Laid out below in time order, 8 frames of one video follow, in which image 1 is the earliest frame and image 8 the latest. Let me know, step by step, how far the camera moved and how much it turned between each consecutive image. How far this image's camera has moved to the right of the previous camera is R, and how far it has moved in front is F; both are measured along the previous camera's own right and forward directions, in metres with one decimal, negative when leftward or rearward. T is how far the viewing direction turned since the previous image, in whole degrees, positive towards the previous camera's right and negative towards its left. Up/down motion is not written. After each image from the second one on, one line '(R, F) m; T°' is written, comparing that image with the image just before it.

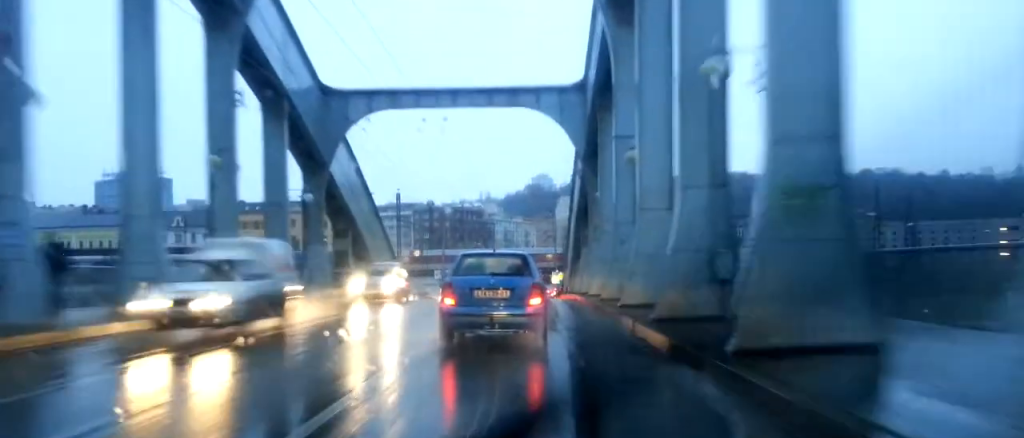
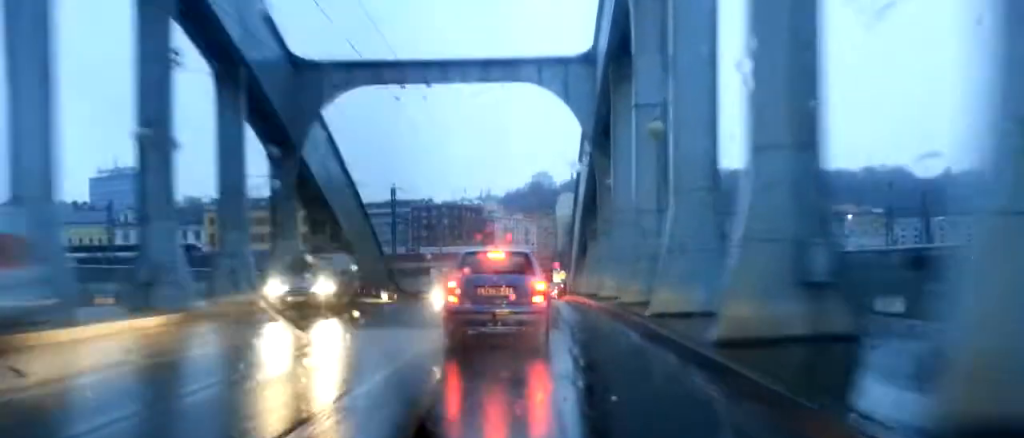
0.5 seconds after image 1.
(0.0, +4.2) m; 0°
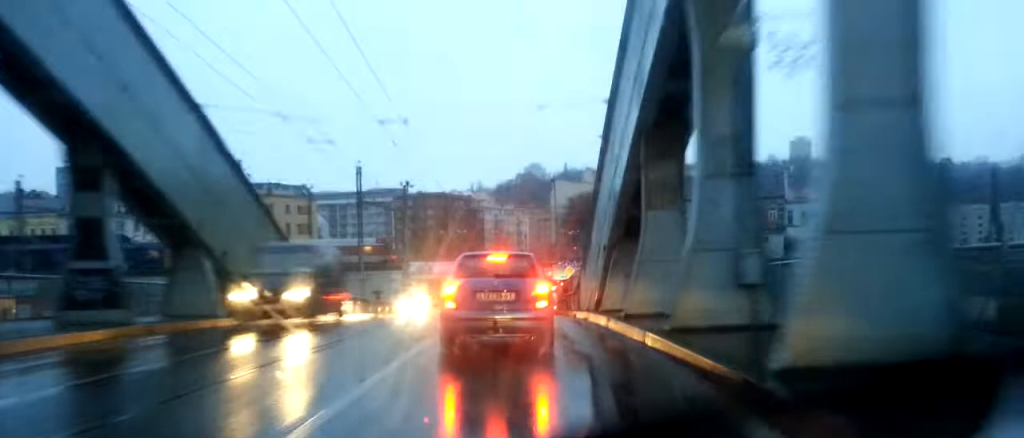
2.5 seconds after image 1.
(+0.5, +17.4) m; 0°
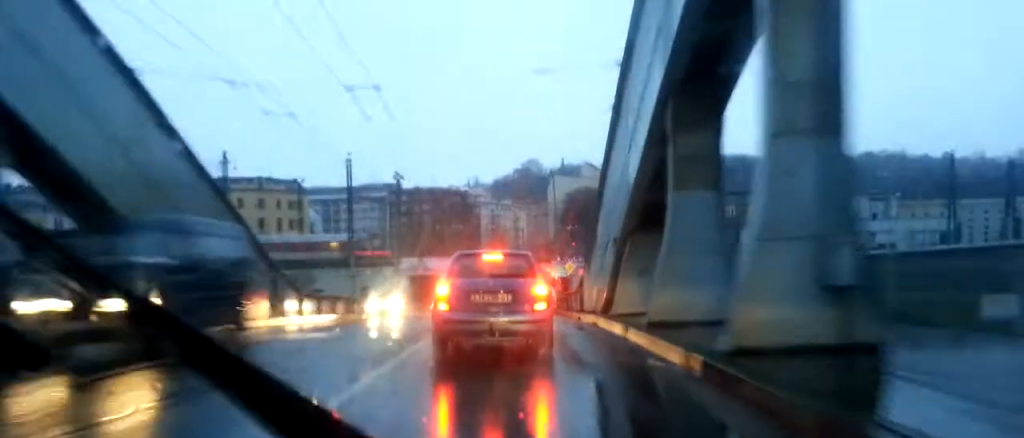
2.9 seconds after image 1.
(-0.1, +2.8) m; -1°
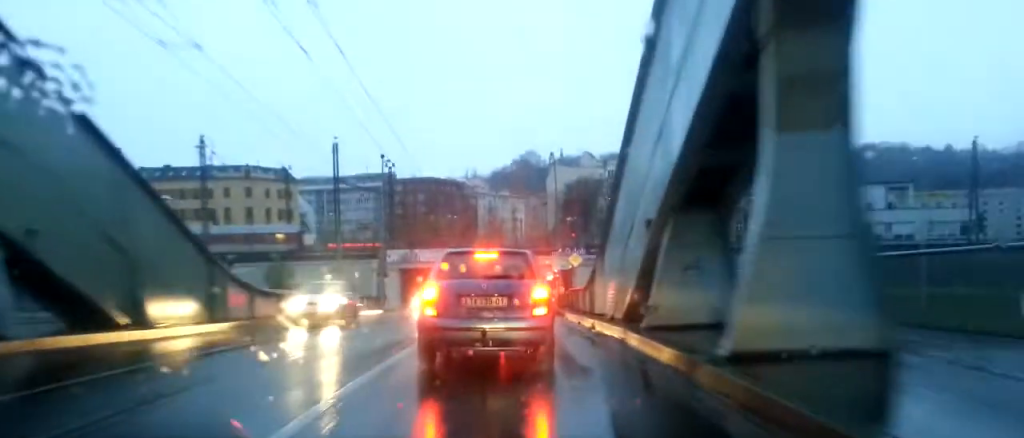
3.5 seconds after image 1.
(-0.3, +4.4) m; -3°
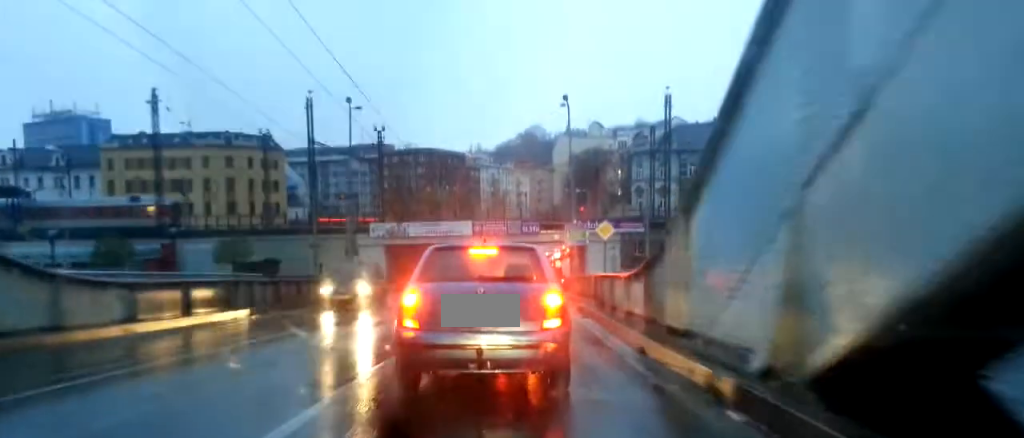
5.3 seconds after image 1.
(+0.2, +9.2) m; +3°
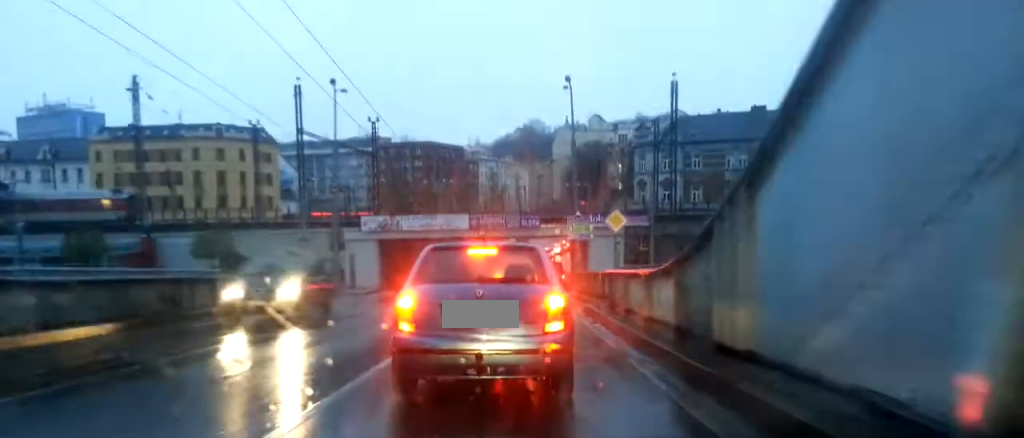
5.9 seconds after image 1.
(0.0, +2.8) m; +1°
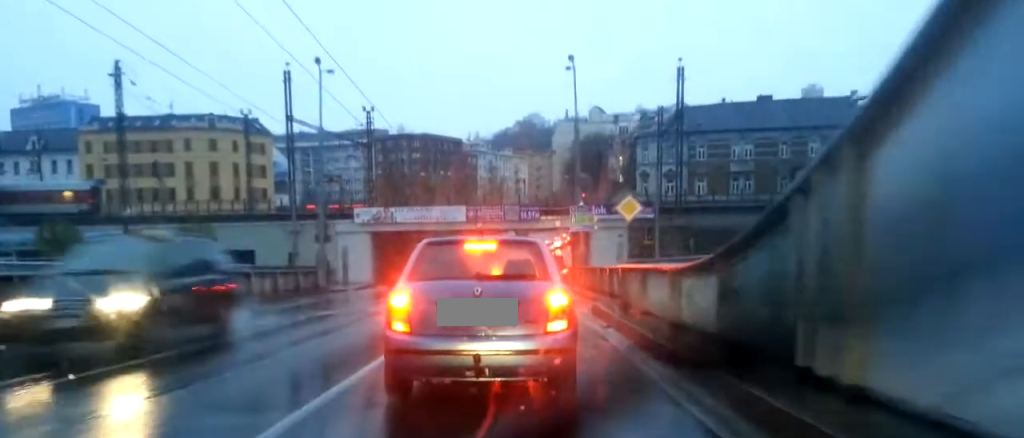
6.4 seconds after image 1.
(+0.1, +2.3) m; 0°
